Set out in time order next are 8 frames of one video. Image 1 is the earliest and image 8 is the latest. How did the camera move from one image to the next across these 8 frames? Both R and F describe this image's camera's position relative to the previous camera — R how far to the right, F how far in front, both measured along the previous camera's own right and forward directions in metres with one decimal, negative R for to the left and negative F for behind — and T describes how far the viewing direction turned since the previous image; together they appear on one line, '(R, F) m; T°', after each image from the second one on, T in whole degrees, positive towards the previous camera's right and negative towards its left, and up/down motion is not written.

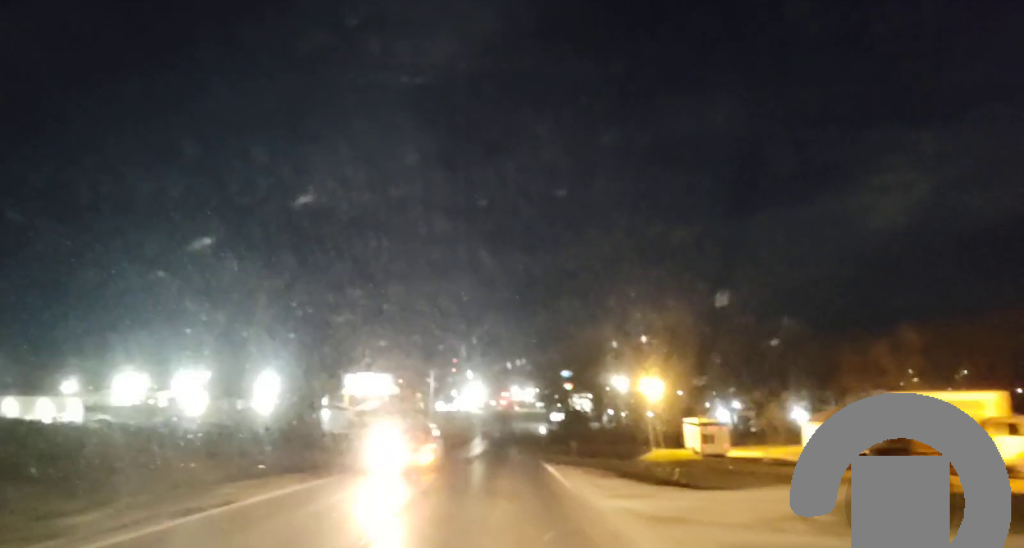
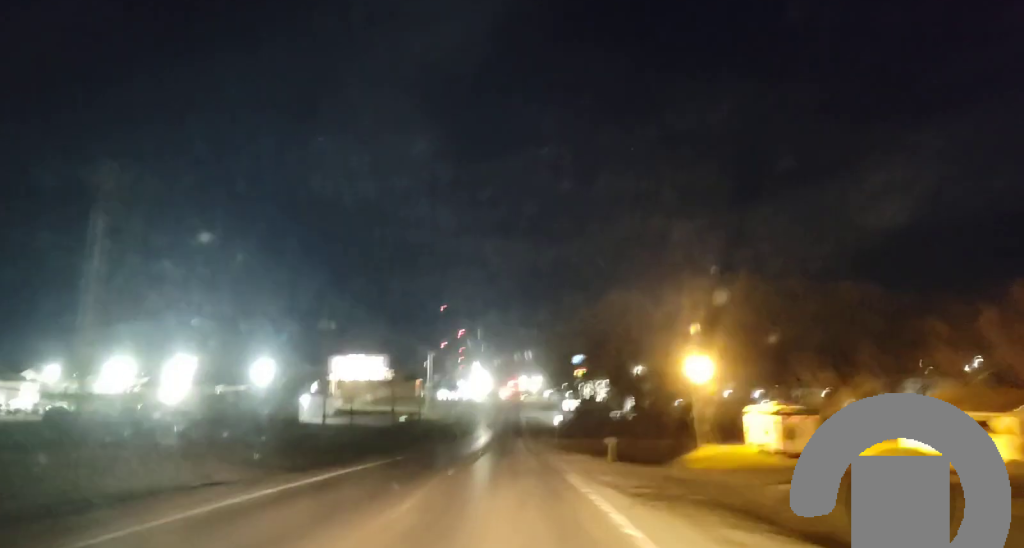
(-0.5, +21.8) m; -1°
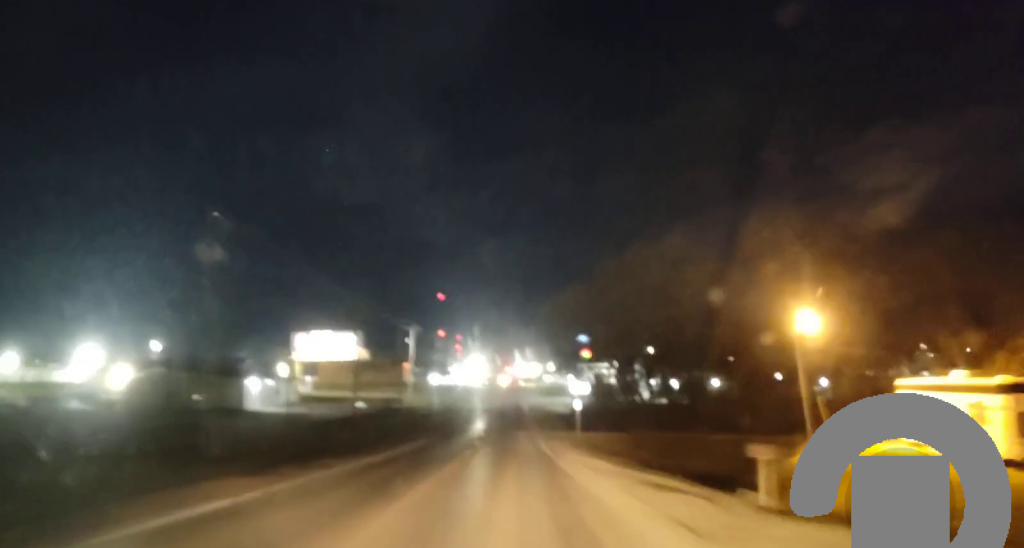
(+0.6, +26.4) m; +1°
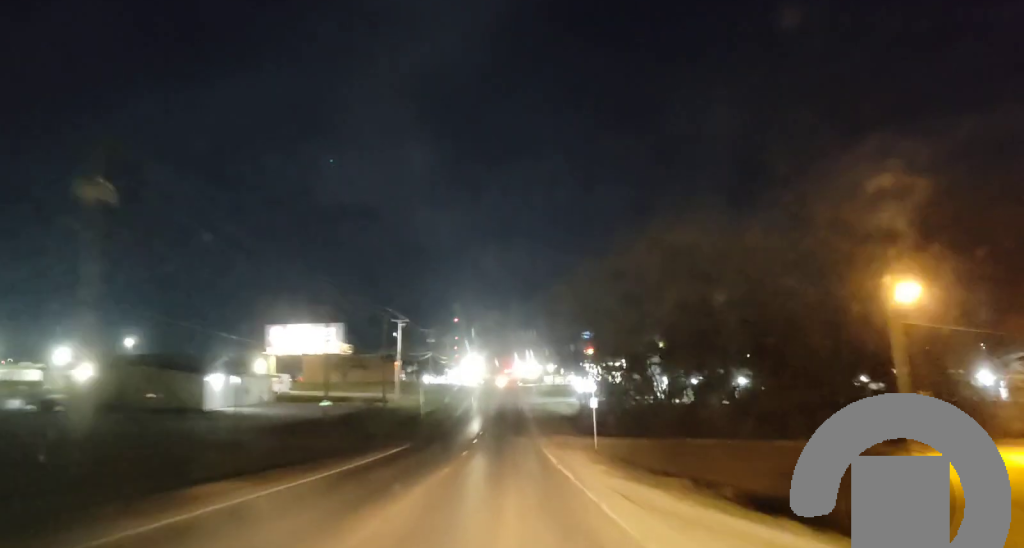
(0.0, +11.2) m; 0°
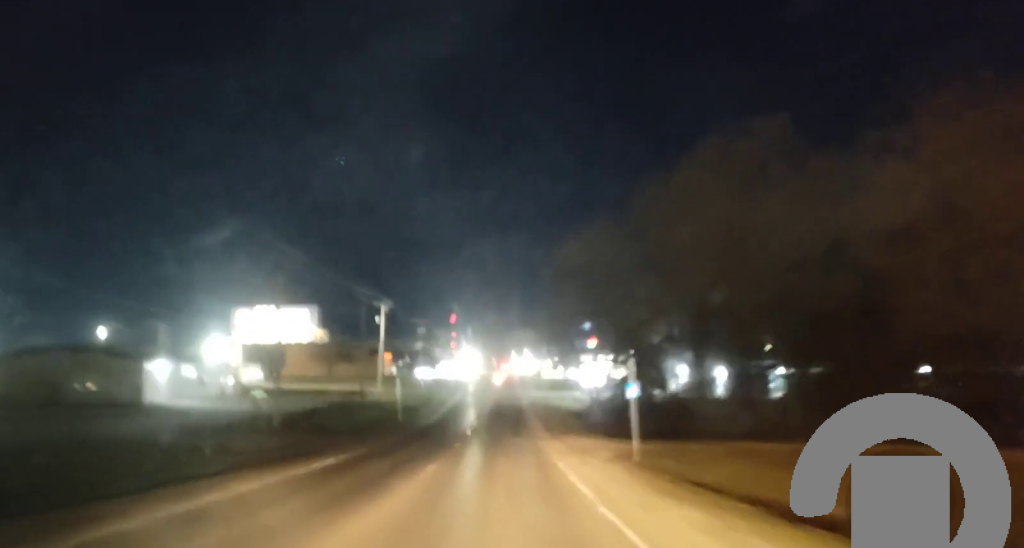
(0.0, +13.9) m; +1°
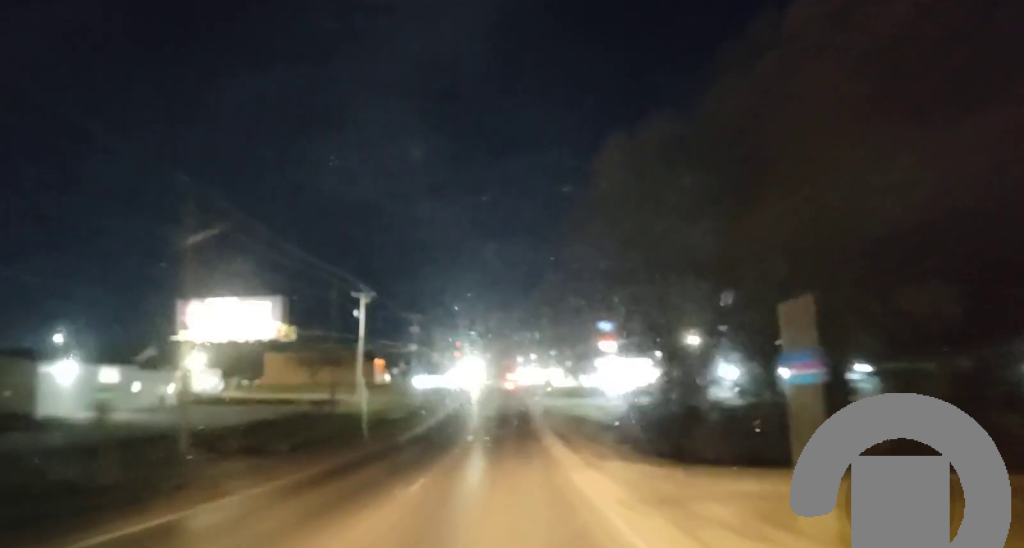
(+0.2, +15.9) m; 0°
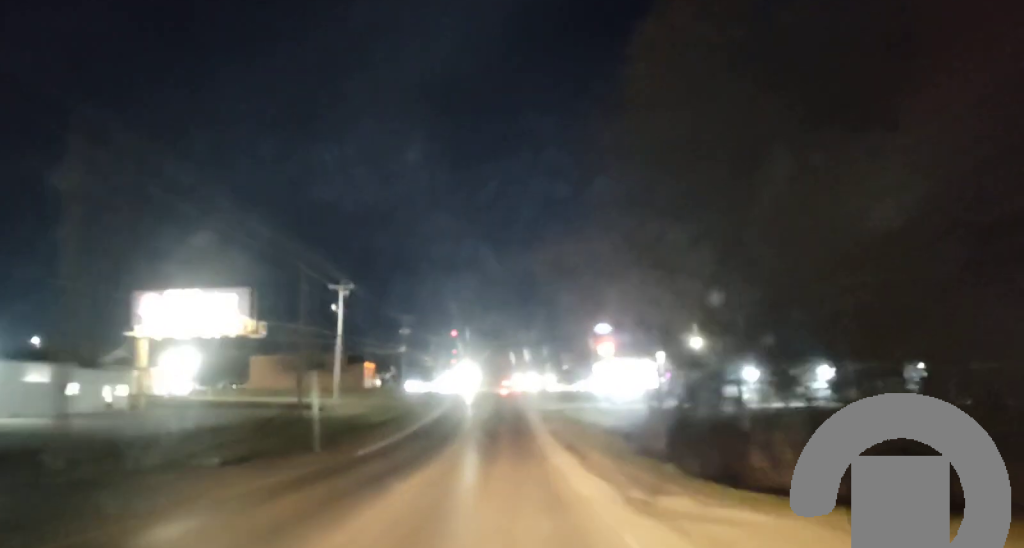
(0.0, +11.6) m; -1°
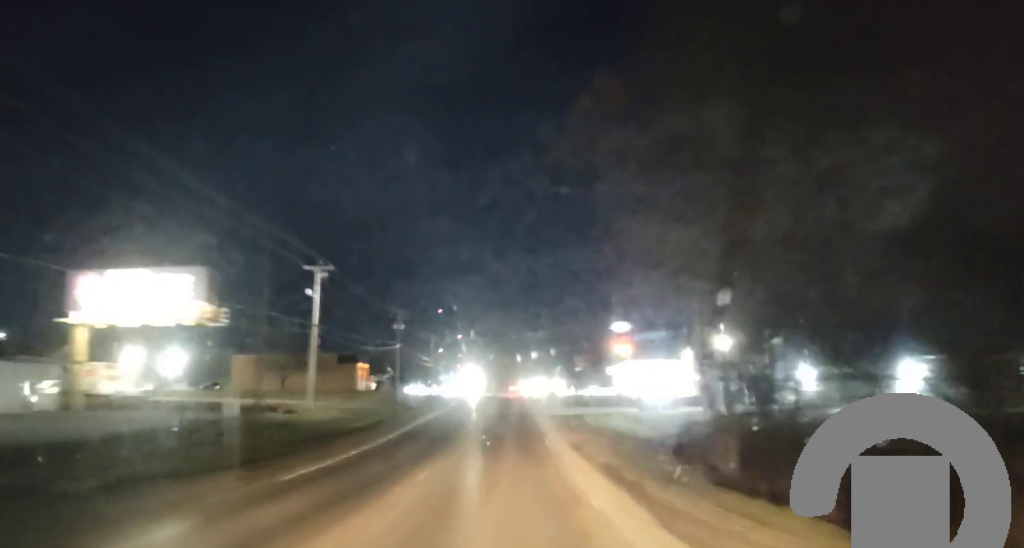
(-0.2, +10.8) m; -1°
